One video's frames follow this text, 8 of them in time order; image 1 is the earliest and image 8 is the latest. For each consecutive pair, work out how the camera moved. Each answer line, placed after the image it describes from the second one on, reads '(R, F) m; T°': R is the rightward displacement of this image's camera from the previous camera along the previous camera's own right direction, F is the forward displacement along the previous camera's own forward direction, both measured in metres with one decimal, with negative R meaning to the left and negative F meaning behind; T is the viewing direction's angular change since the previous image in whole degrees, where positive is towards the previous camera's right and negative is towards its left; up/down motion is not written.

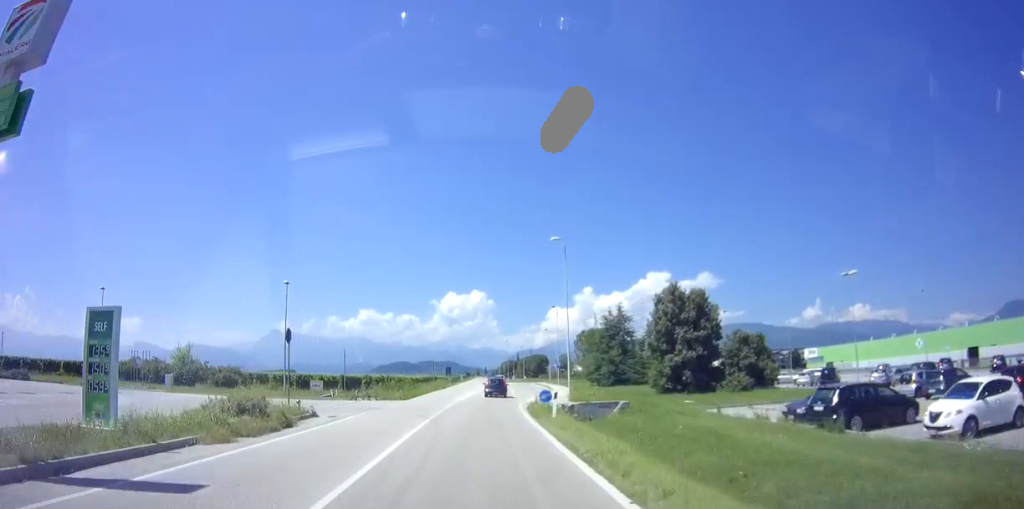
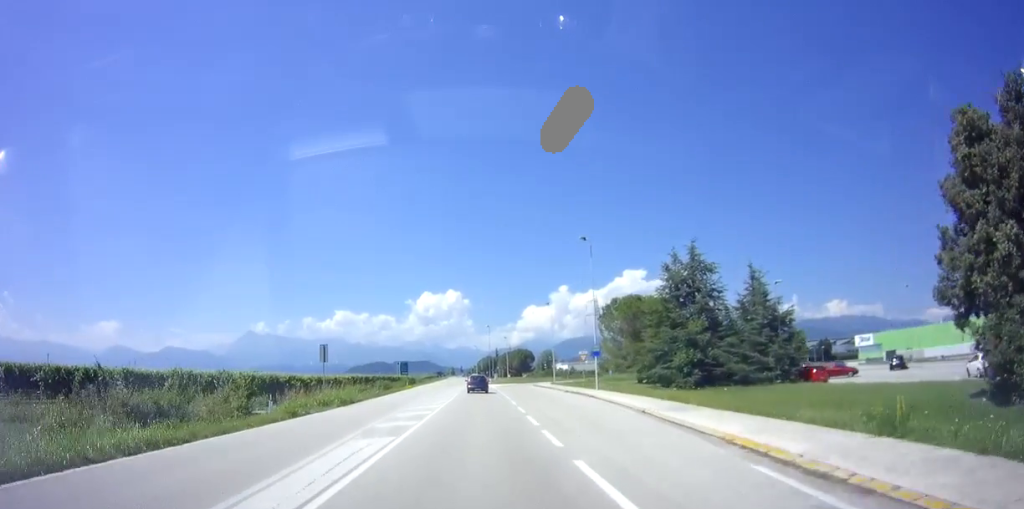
(+0.6, +40.0) m; +1°
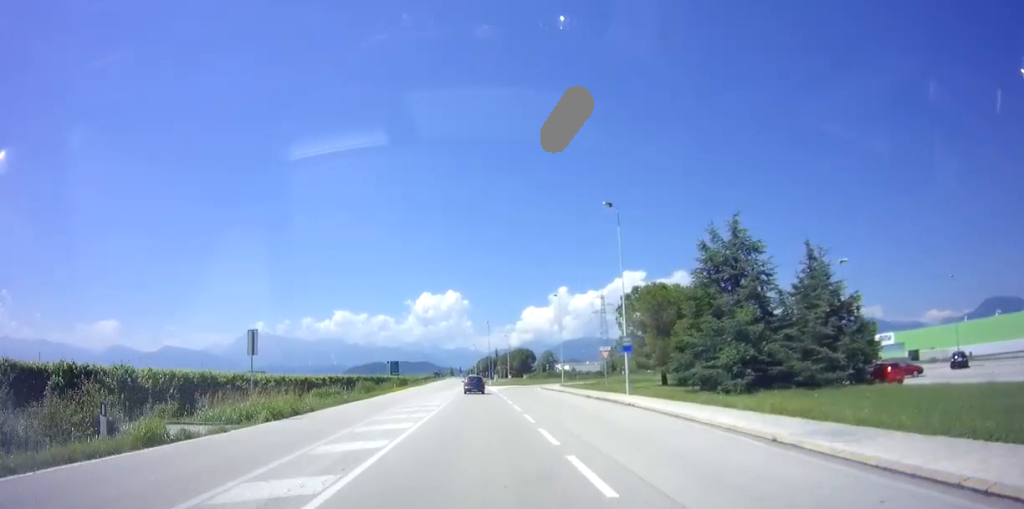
(0.0, +8.9) m; 0°
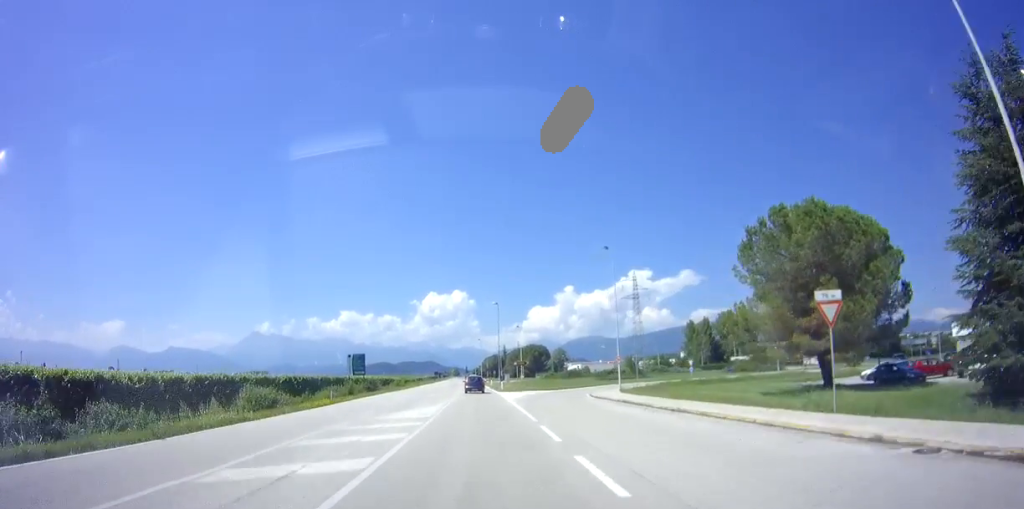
(-0.2, +26.9) m; -1°
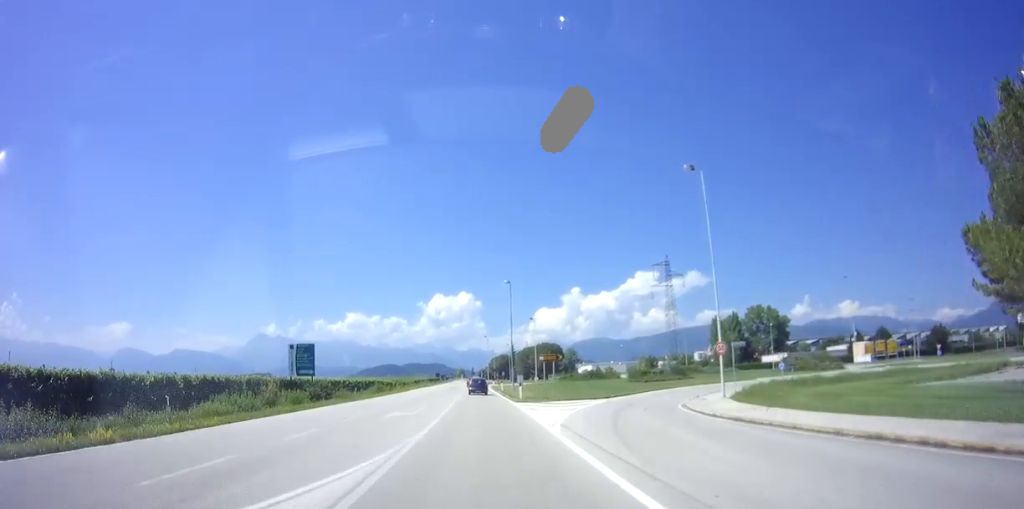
(-0.1, +18.2) m; 0°
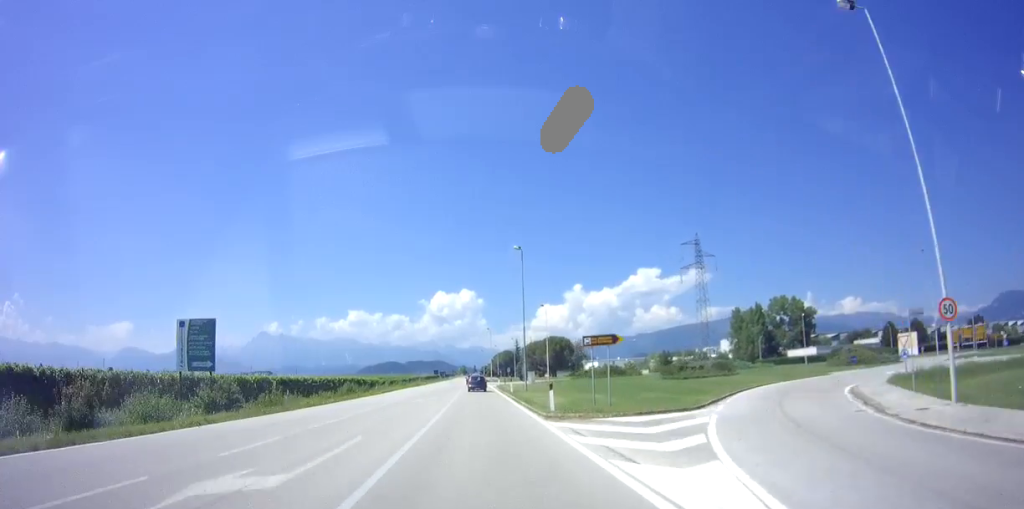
(0.0, +14.2) m; 0°
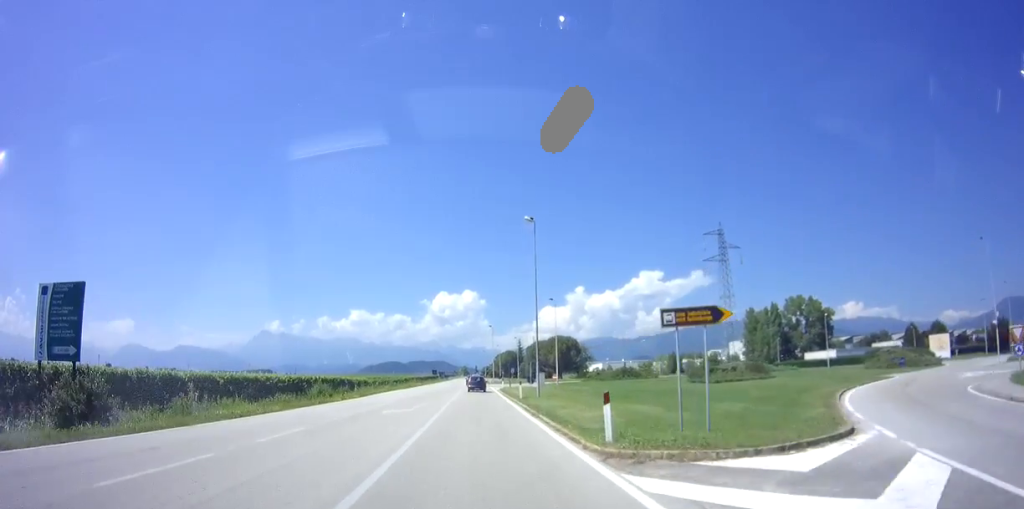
(0.0, +8.6) m; 0°
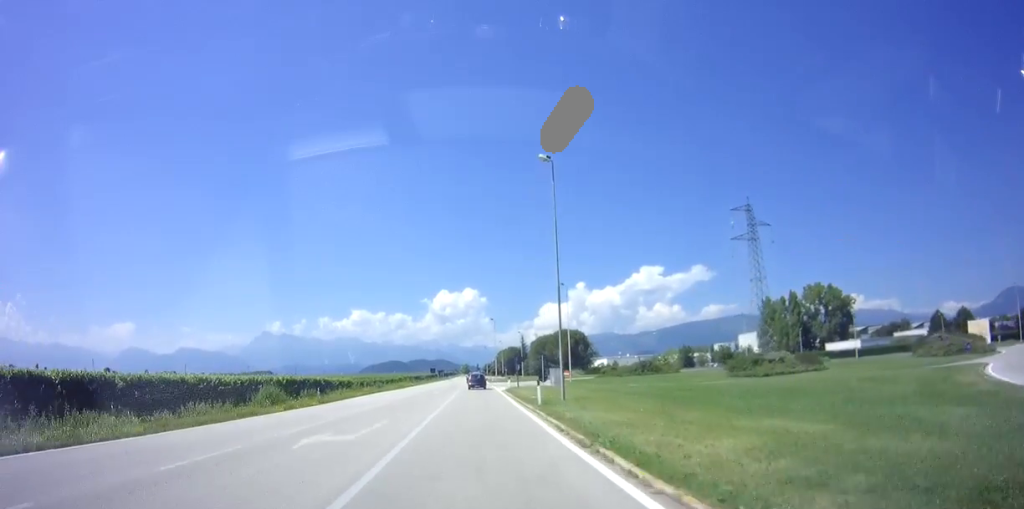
(0.0, +10.3) m; -1°
